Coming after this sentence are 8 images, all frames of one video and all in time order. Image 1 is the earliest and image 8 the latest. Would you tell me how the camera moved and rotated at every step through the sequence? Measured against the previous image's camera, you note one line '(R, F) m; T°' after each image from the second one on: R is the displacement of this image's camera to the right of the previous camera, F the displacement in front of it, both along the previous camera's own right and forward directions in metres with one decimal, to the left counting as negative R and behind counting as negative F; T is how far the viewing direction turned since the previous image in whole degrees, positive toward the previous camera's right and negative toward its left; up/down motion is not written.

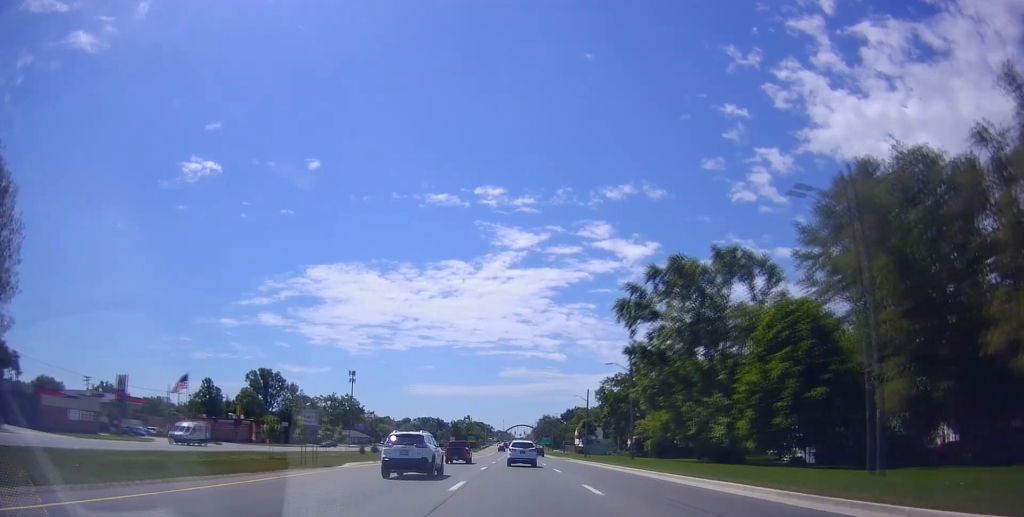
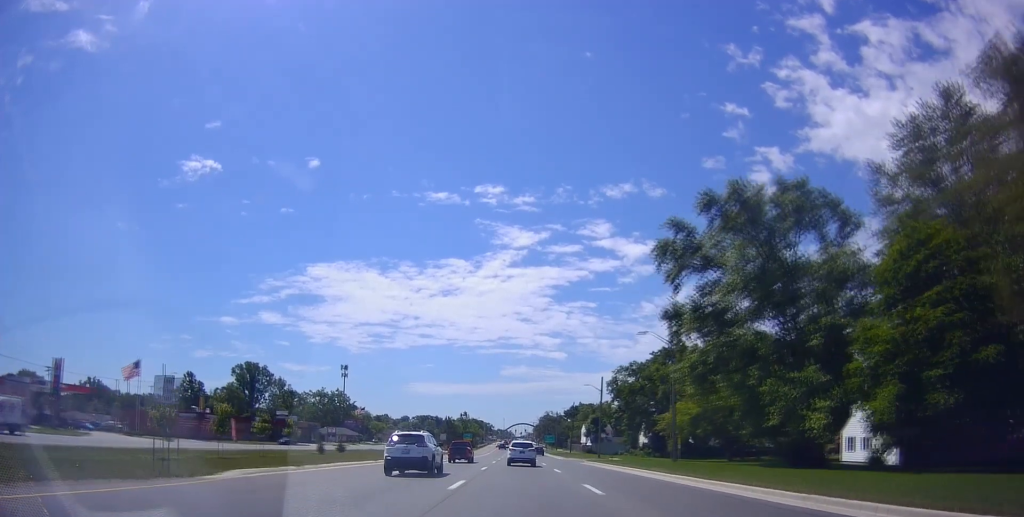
(+0.3, +15.0) m; -1°
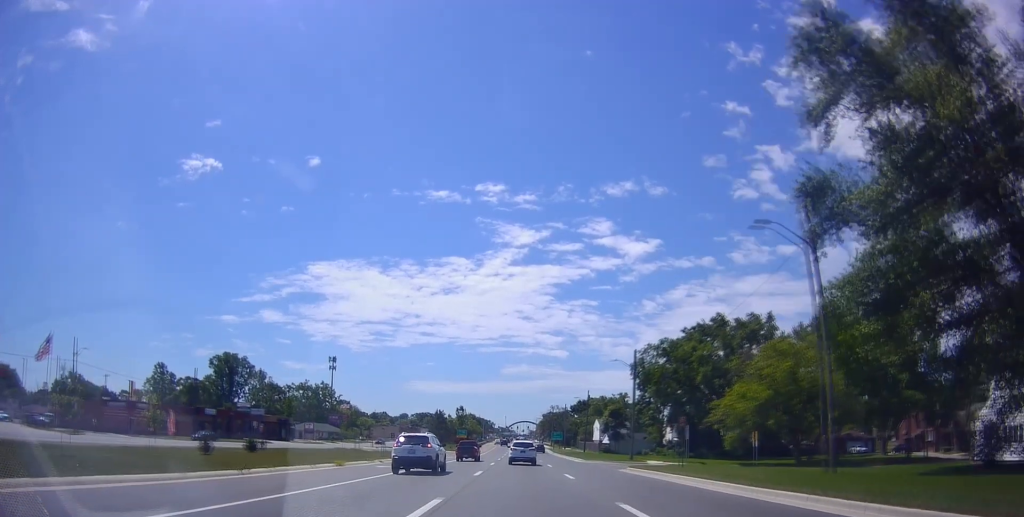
(-0.7, +21.8) m; -1°
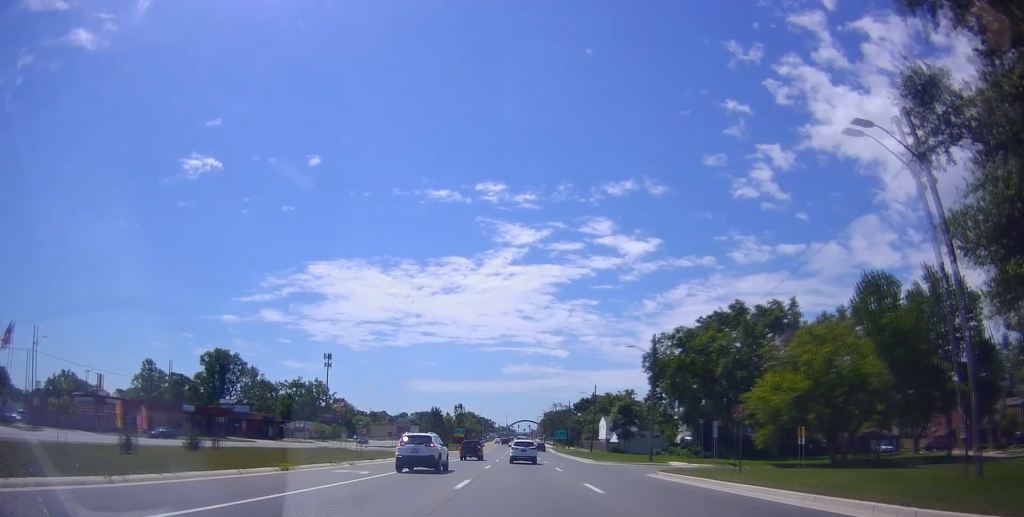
(+0.2, +8.0) m; 0°
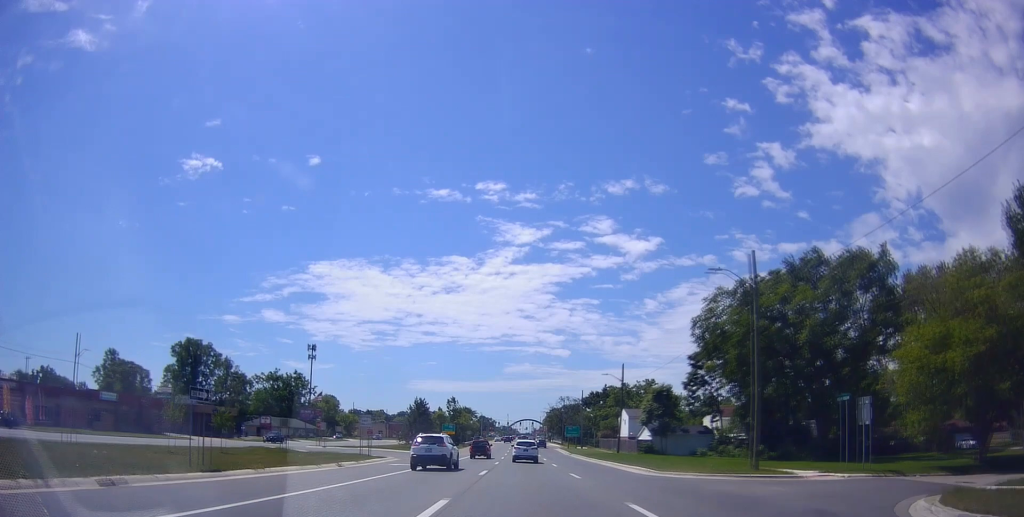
(-0.1, +22.4) m; +1°
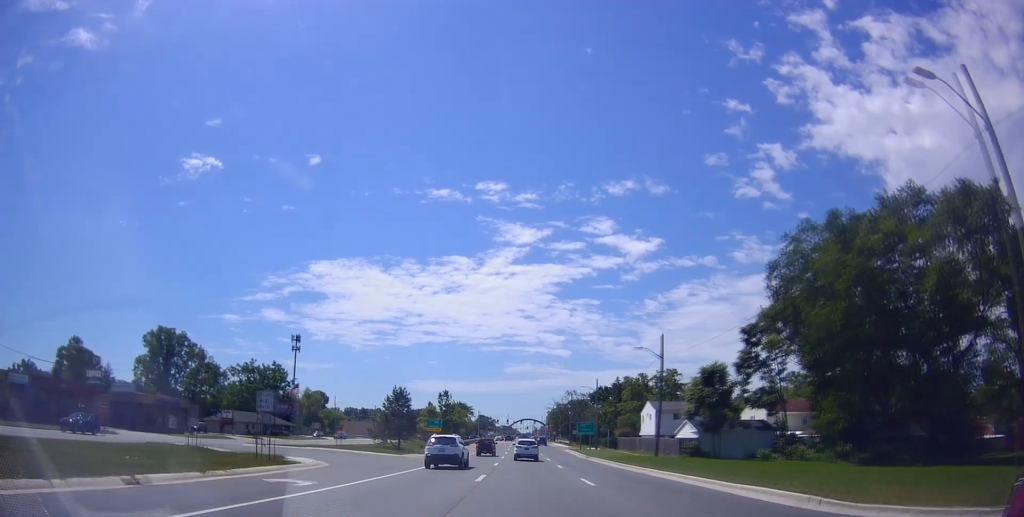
(+0.4, +18.3) m; 0°
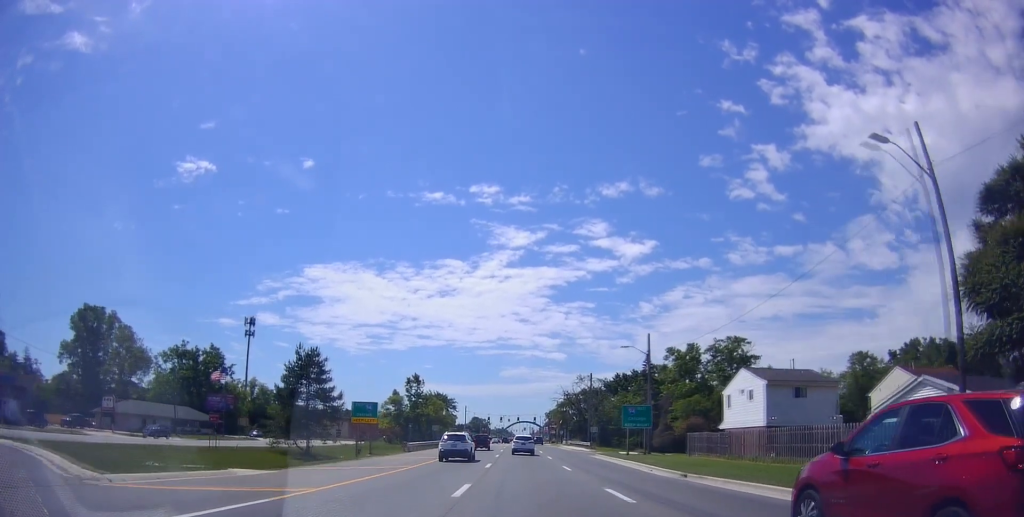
(-0.6, +36.4) m; +1°
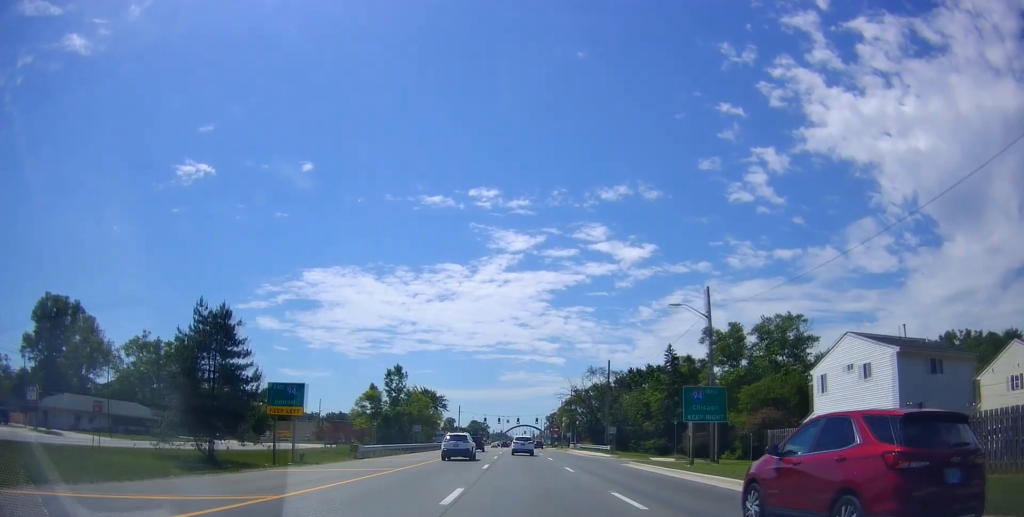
(+0.4, +16.4) m; 0°
